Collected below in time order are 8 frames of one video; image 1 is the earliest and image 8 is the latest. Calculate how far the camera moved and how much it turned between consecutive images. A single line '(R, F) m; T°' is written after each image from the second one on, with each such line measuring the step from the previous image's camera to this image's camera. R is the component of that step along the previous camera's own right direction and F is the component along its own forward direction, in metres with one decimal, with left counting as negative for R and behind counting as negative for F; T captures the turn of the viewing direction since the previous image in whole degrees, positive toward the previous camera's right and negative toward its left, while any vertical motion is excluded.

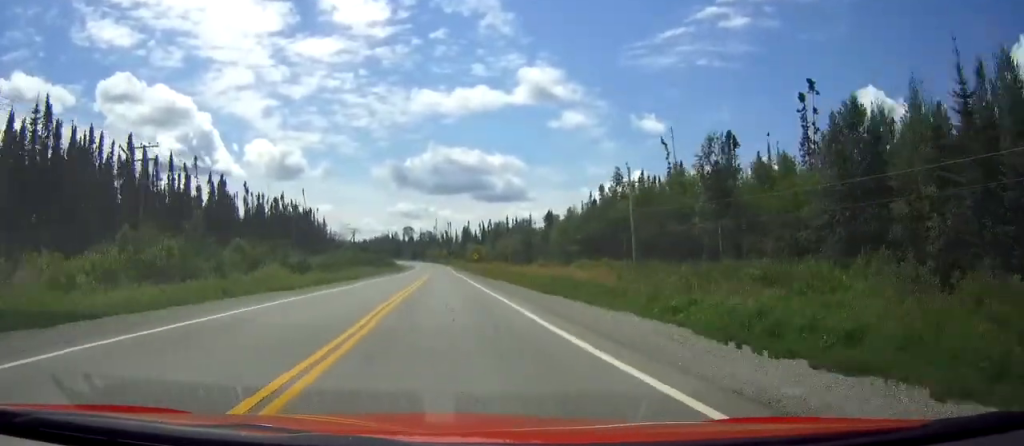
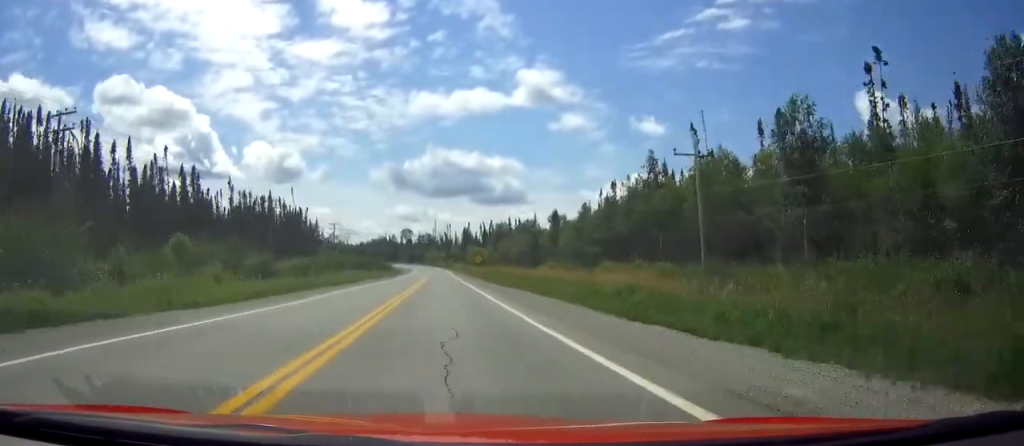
(0.0, +12.8) m; 0°
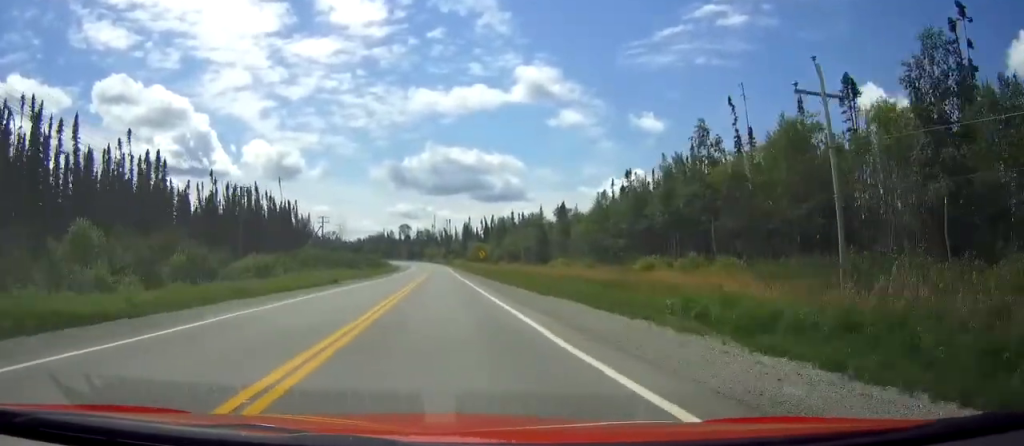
(0.0, +12.8) m; 0°
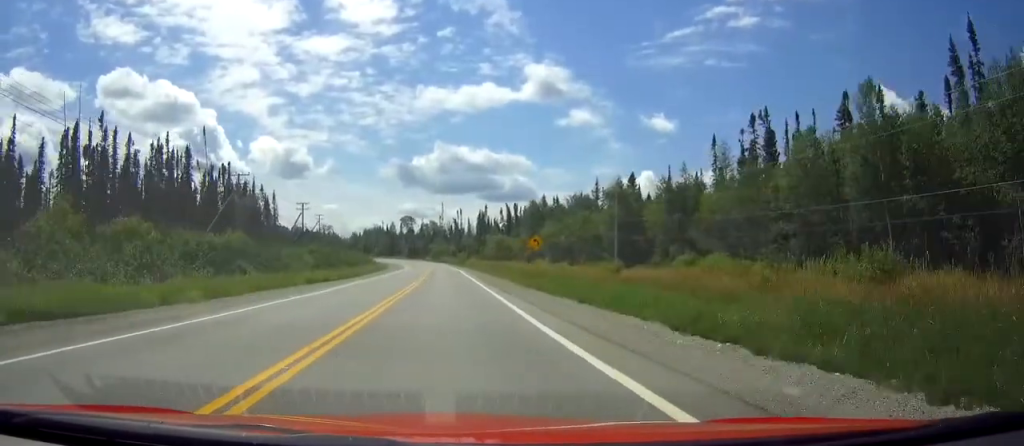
(-0.3, +57.0) m; -1°
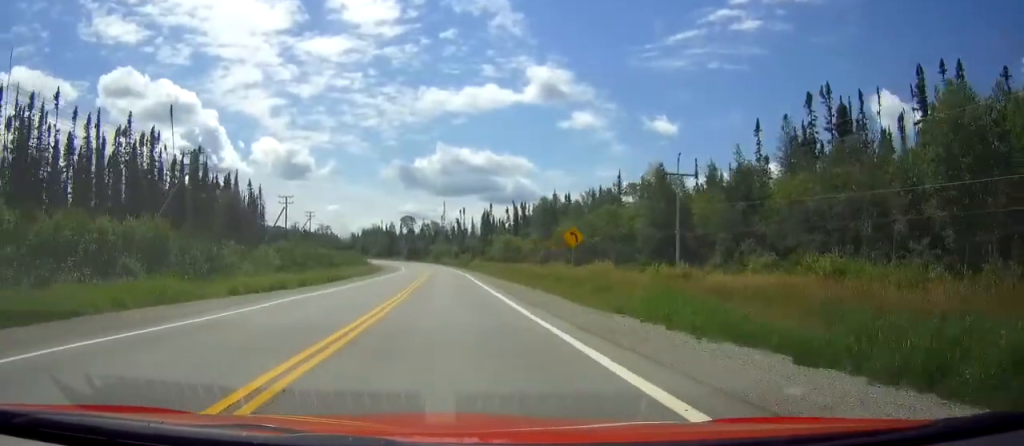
(0.0, +14.6) m; 0°
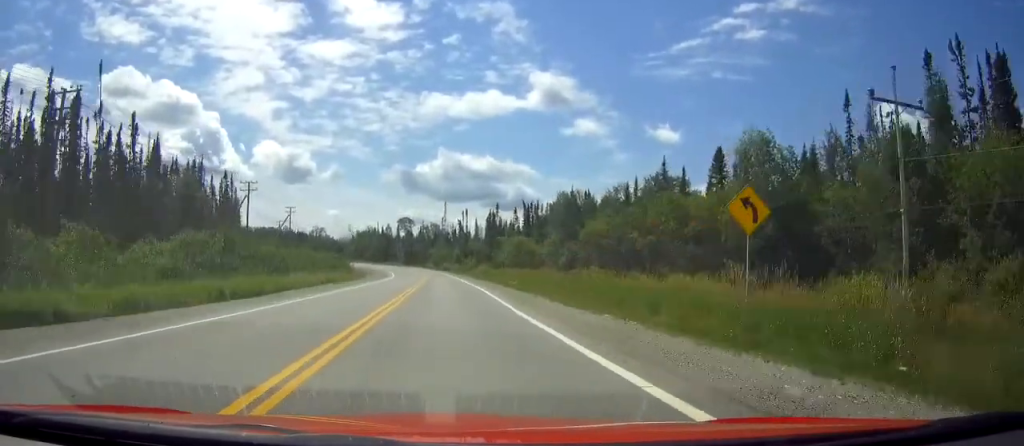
(-0.1, +22.4) m; 0°
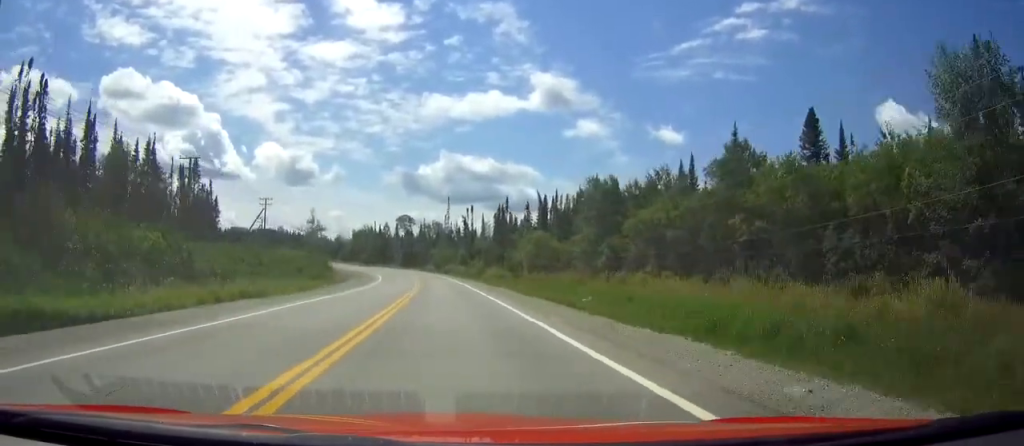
(-0.1, +22.2) m; 0°
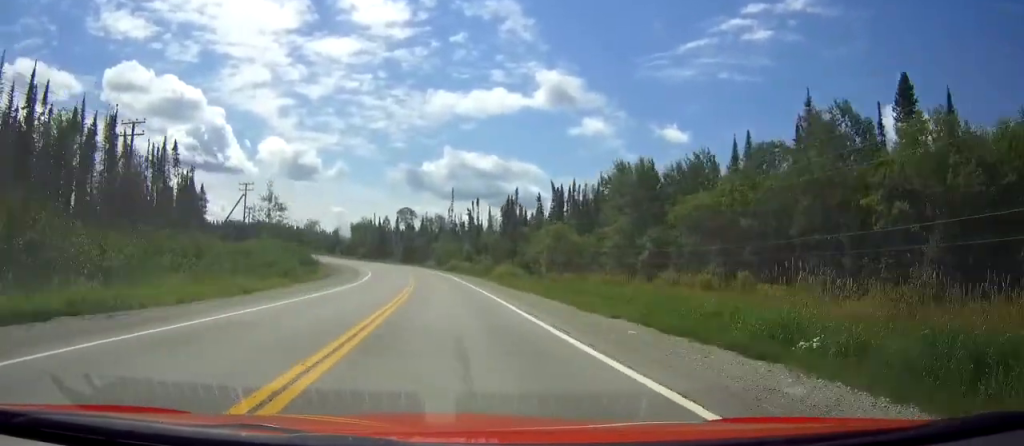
(0.0, +14.4) m; 0°
